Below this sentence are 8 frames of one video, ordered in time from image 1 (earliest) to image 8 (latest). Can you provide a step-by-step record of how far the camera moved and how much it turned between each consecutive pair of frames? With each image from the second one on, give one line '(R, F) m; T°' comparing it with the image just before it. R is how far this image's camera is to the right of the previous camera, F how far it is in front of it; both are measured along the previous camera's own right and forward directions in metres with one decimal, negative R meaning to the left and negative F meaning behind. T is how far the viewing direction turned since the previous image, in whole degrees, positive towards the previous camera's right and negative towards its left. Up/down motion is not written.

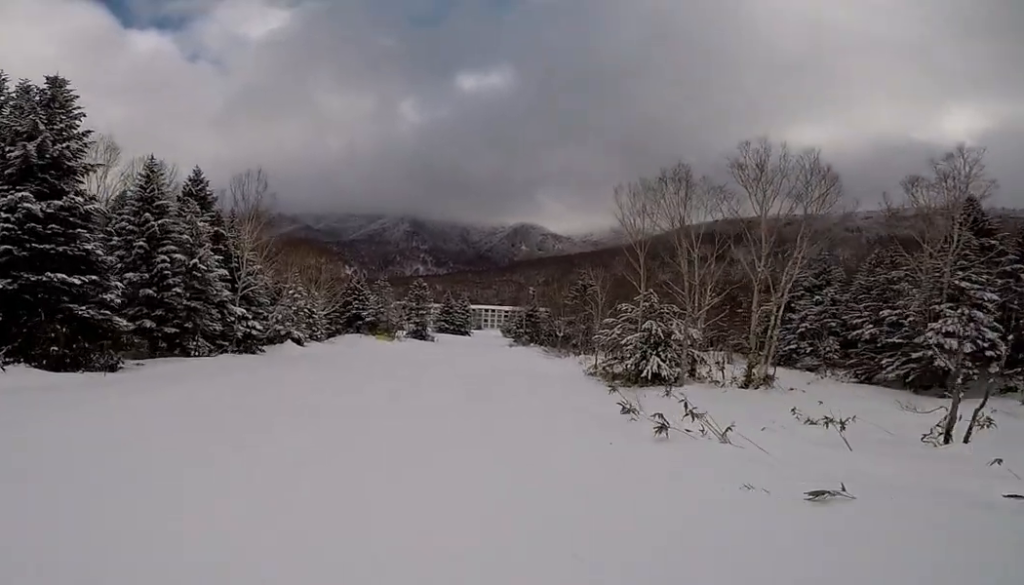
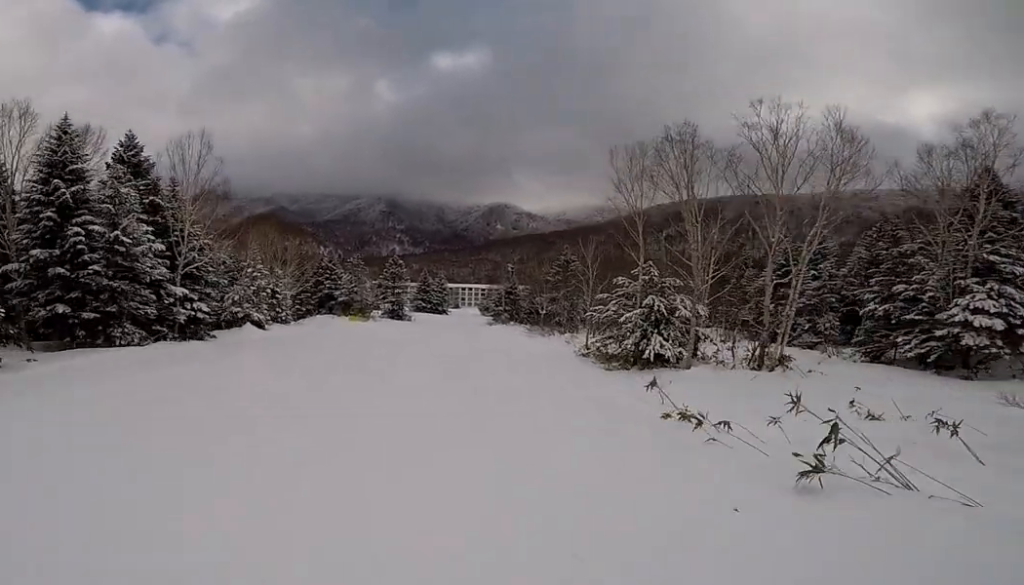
(-0.1, +3.7) m; +4°
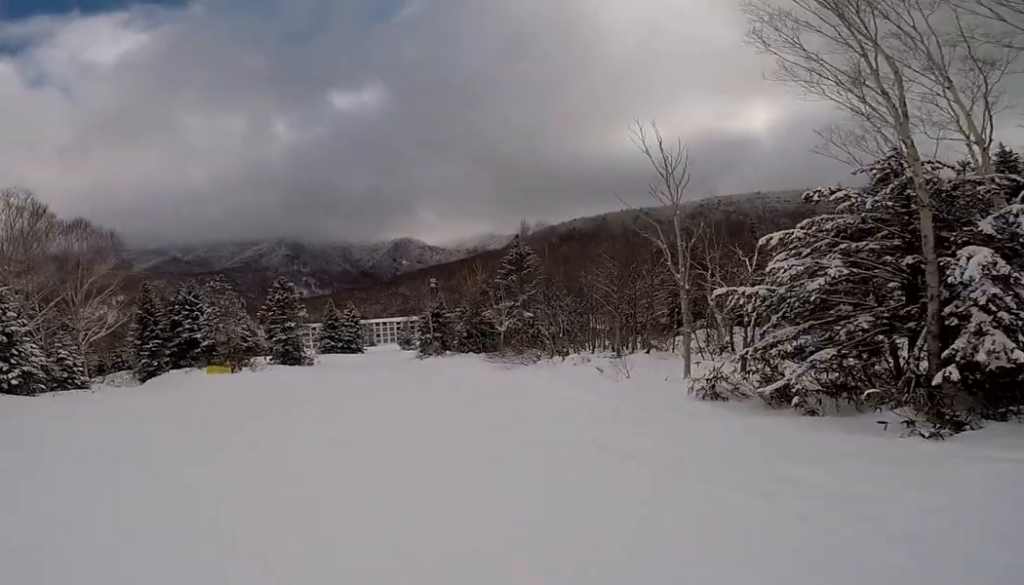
(+0.7, +21.1) m; +3°
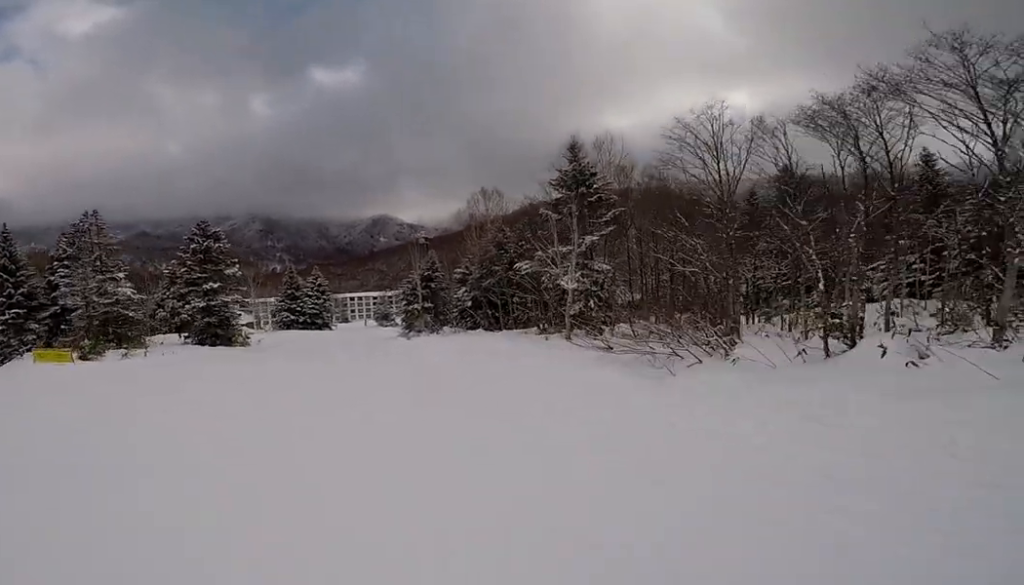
(+1.8, +17.8) m; -5°
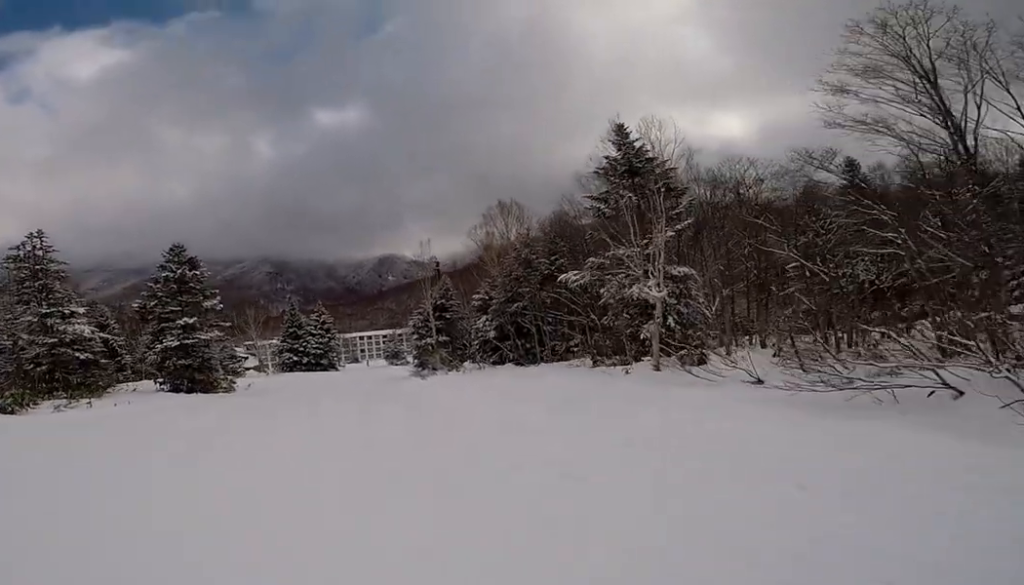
(-1.2, +6.5) m; 0°
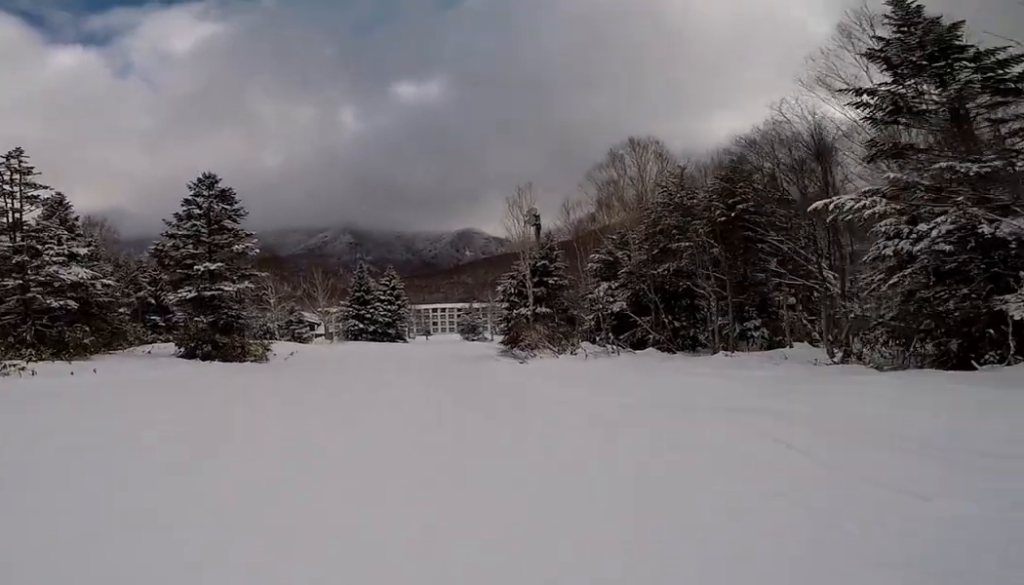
(+0.7, +9.1) m; +3°
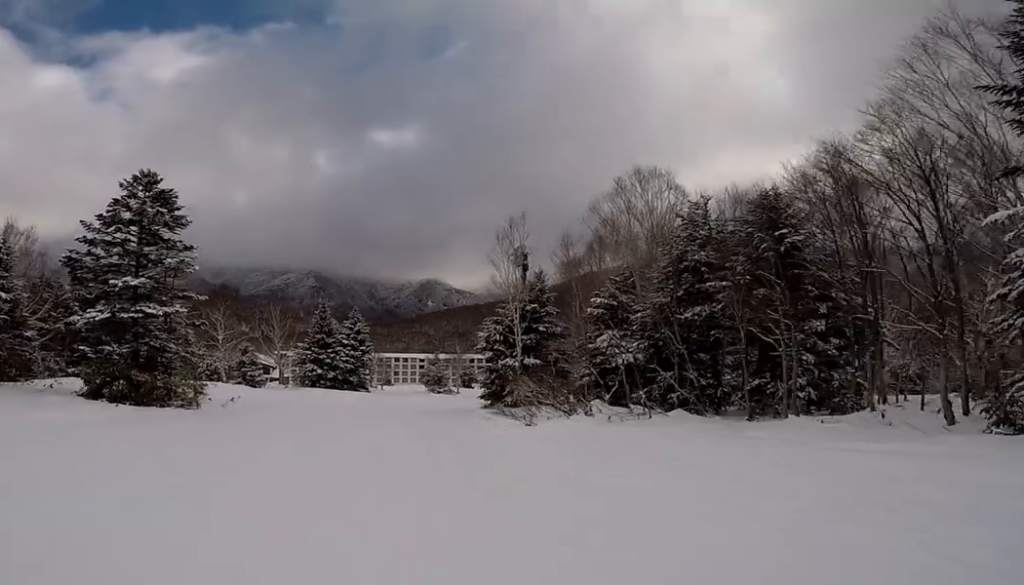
(+0.1, +5.0) m; +3°
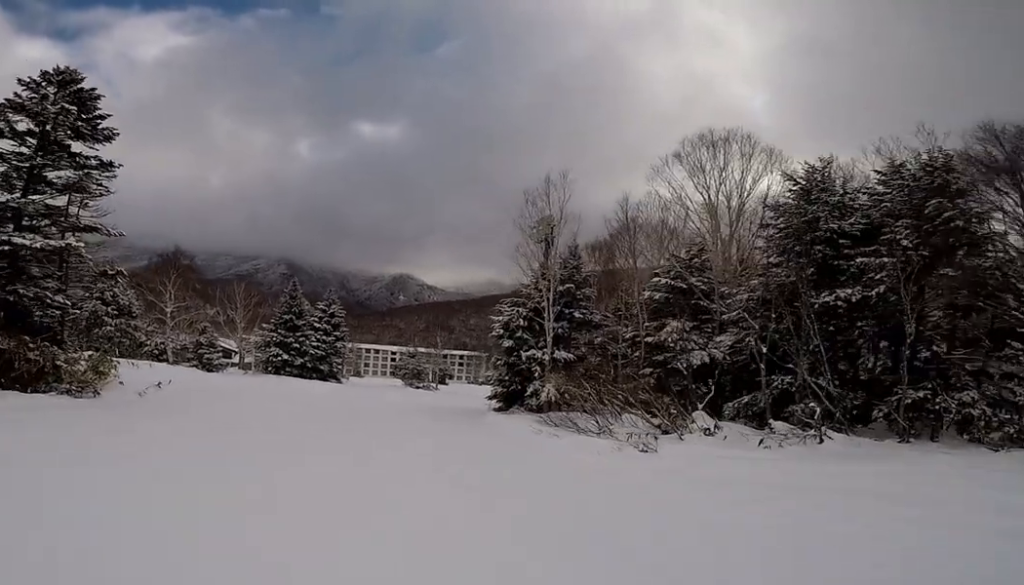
(-0.7, +6.9) m; +4°
